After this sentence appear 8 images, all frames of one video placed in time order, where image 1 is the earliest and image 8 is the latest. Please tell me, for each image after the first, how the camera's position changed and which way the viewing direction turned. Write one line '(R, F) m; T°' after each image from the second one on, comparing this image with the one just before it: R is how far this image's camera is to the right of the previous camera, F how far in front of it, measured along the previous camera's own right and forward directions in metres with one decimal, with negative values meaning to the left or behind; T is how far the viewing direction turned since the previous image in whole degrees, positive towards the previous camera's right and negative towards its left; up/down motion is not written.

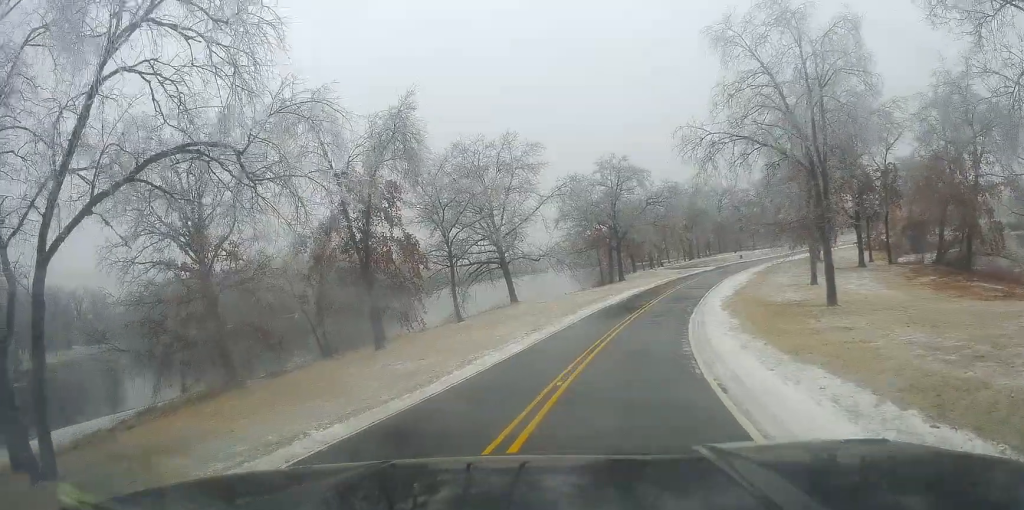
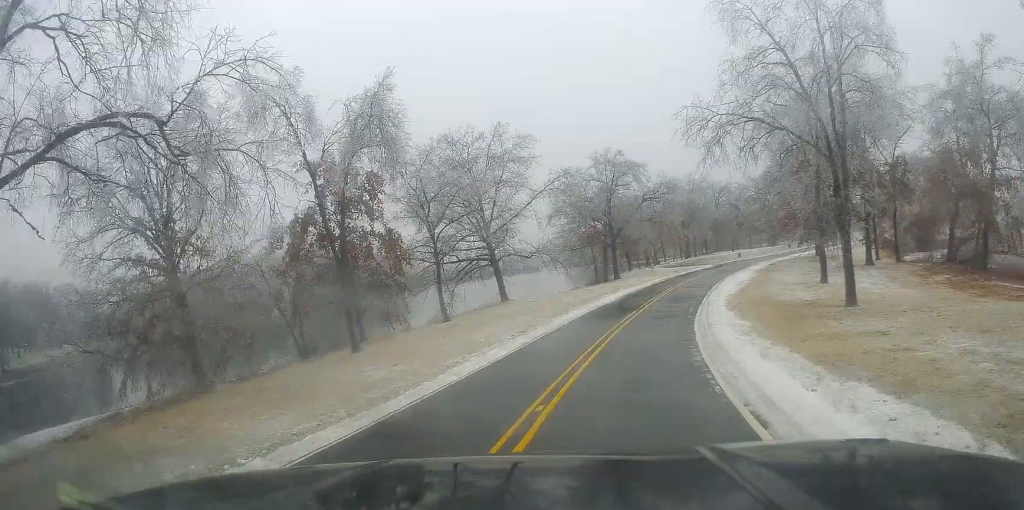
(+0.1, +3.1) m; +2°
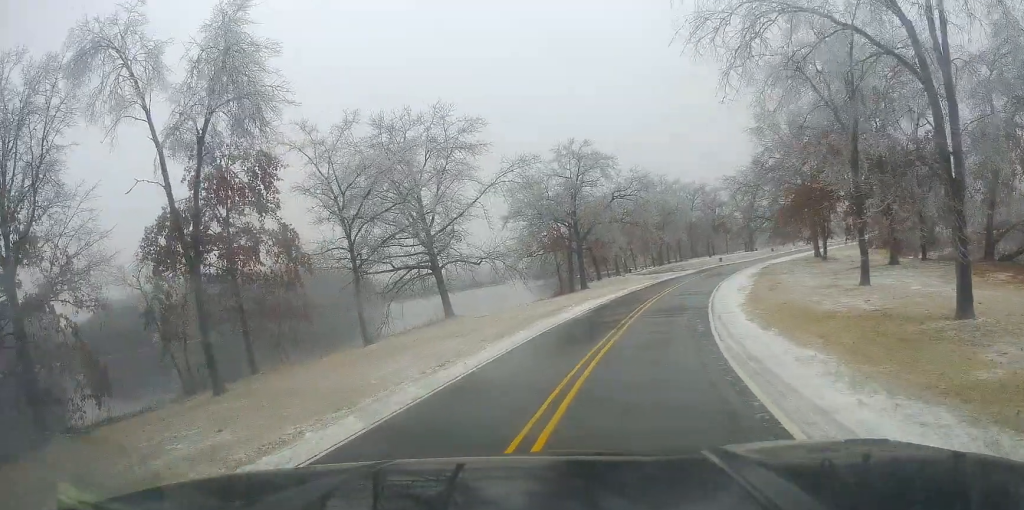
(+0.7, +11.4) m; +3°
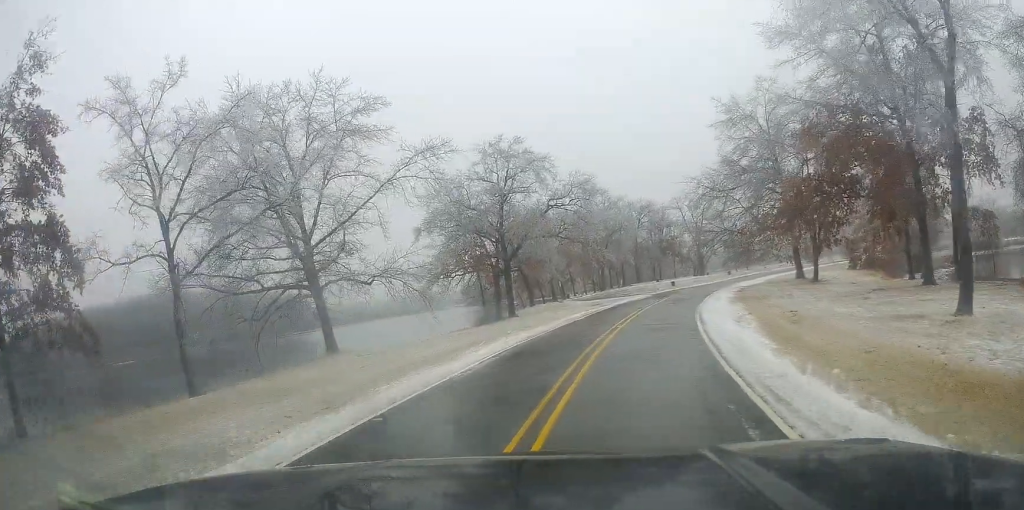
(0.0, +13.3) m; +1°
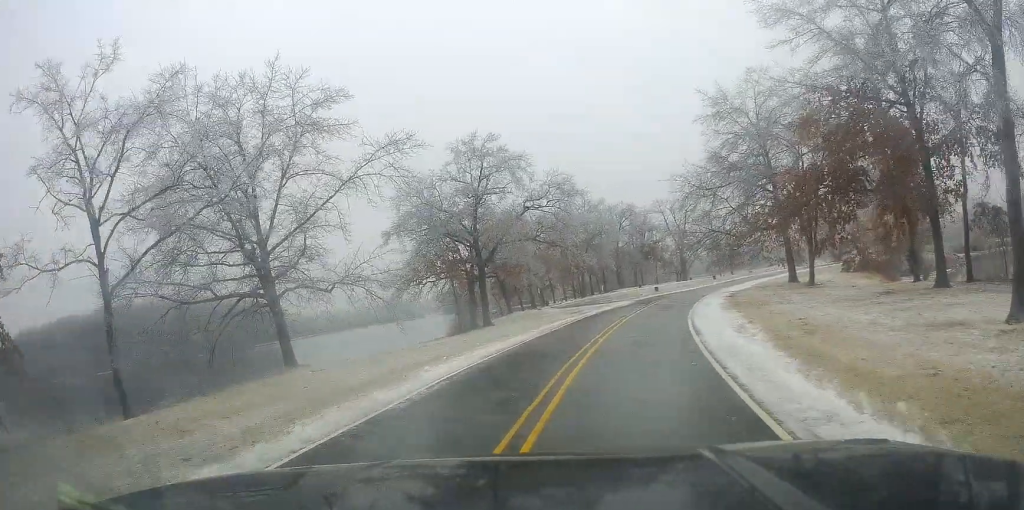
(-0.1, +3.5) m; +2°
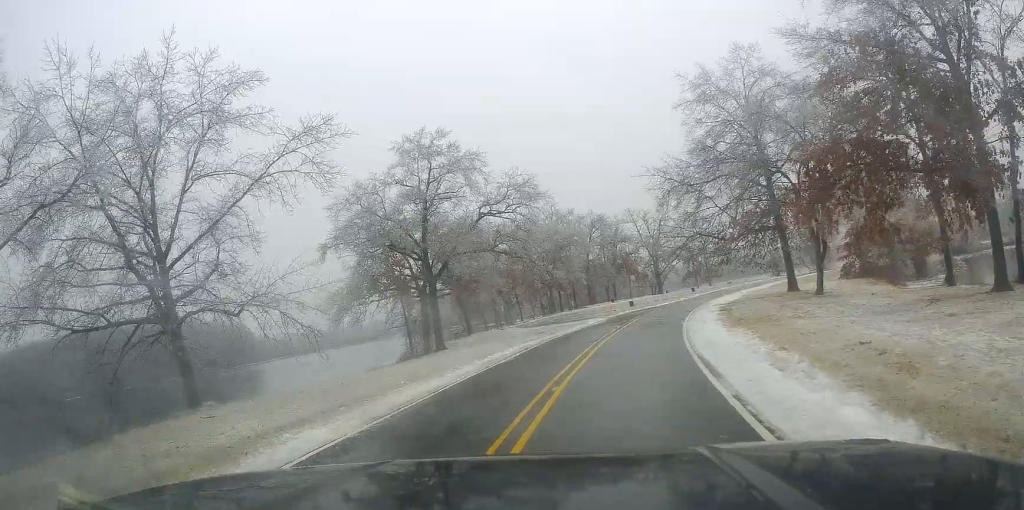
(+0.4, +7.4) m; +4°
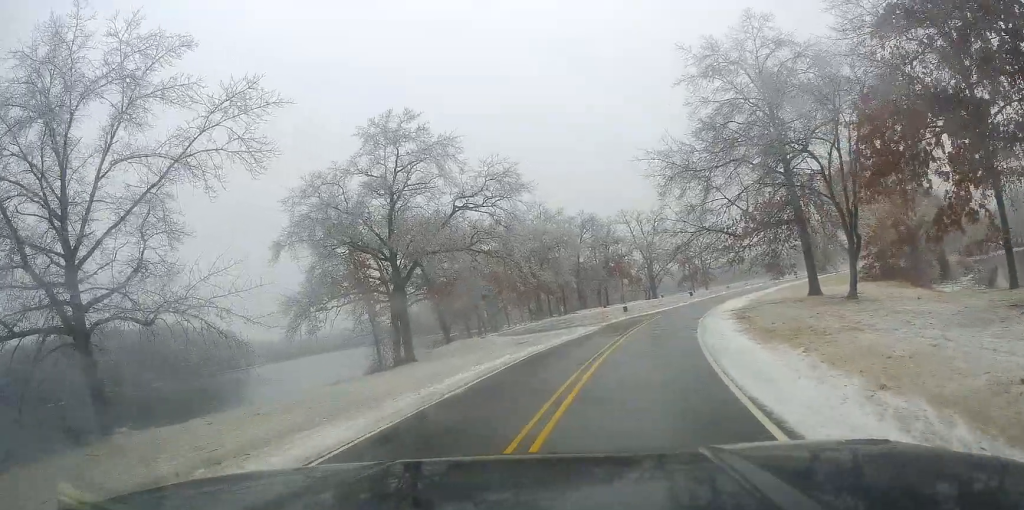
(+0.1, +6.3) m; +4°
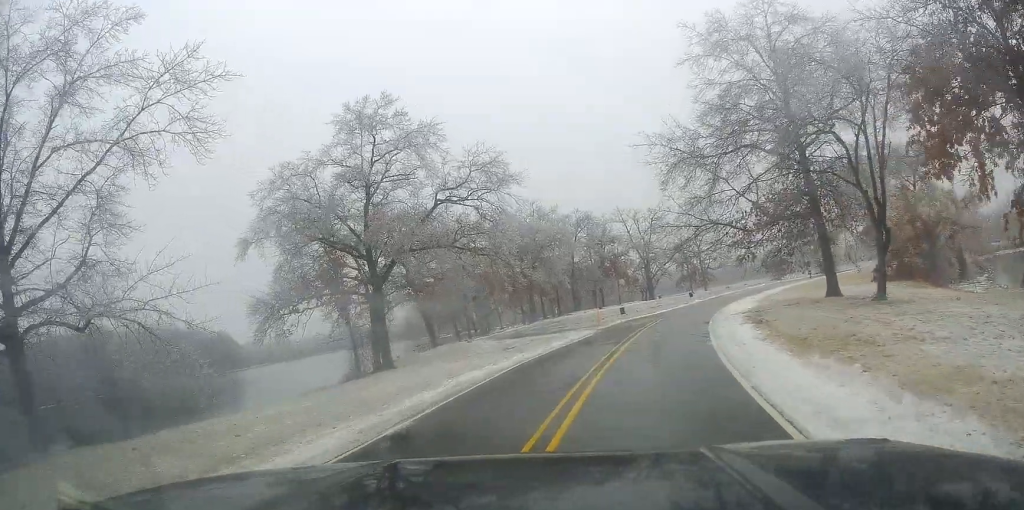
(-0.1, +3.9) m; +2°
